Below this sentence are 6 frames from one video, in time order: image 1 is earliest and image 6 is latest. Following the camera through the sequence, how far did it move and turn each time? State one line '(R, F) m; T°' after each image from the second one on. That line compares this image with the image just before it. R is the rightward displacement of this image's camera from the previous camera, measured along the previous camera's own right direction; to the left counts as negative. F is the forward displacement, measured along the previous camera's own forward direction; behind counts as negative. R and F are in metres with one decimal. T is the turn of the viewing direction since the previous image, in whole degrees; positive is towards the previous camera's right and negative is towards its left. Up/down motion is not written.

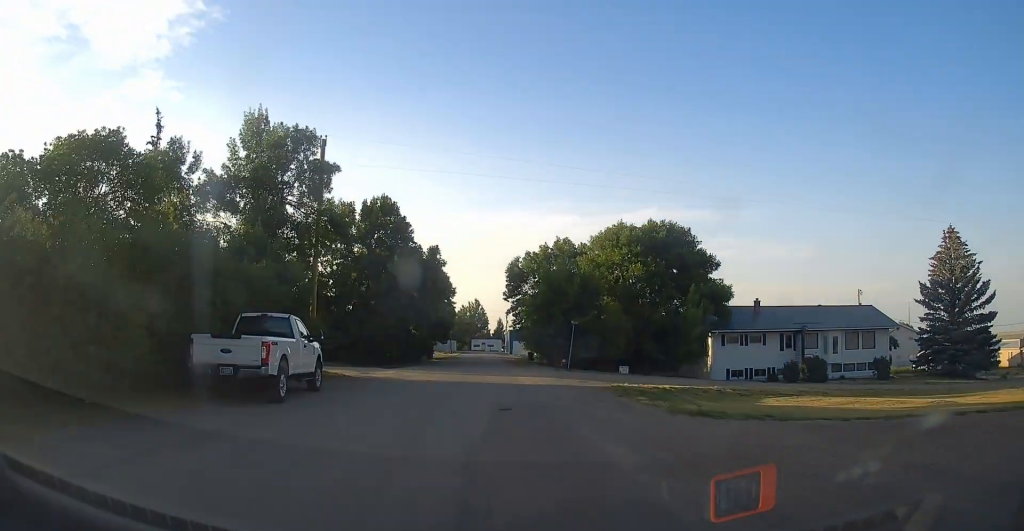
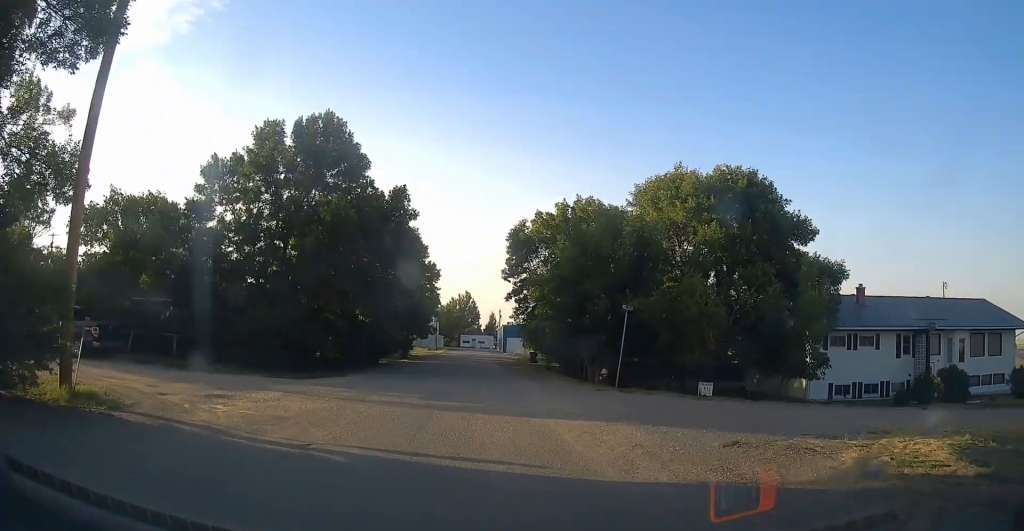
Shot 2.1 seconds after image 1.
(0.0, +18.5) m; 0°
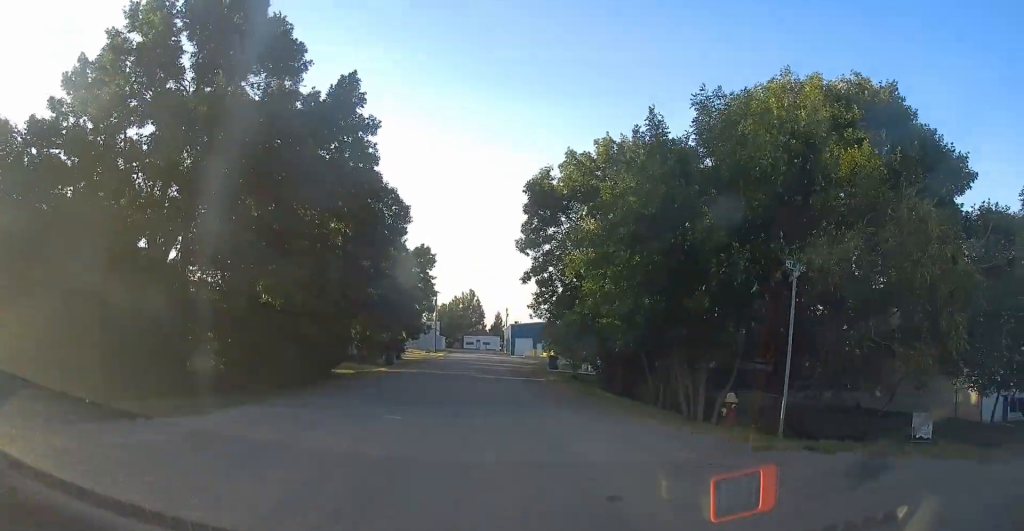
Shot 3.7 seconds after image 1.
(0.0, +13.9) m; 0°
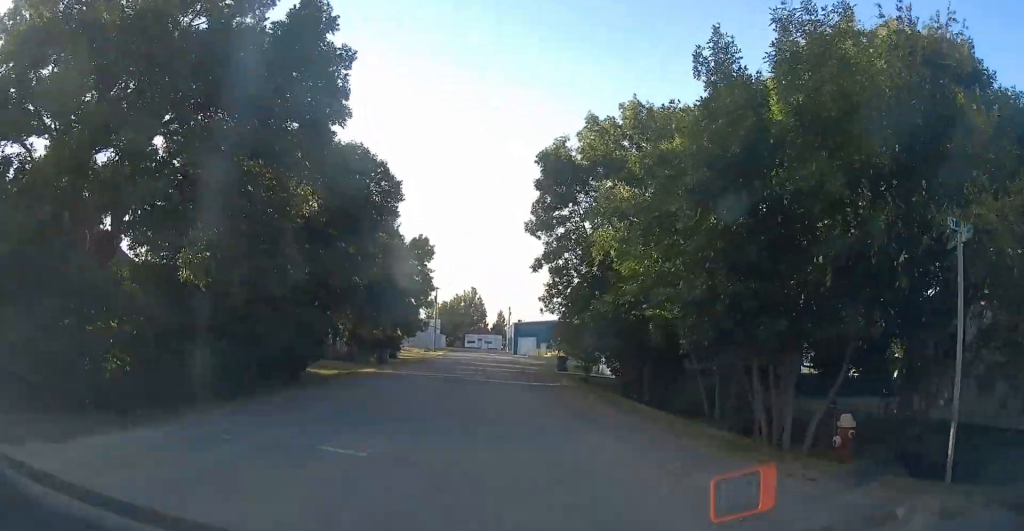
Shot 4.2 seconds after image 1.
(0.0, +4.6) m; 0°
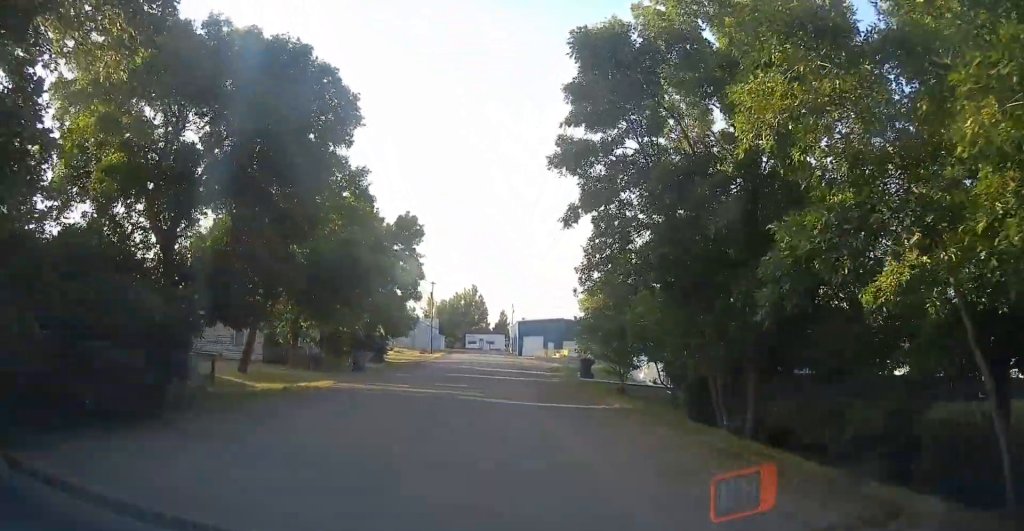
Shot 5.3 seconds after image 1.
(0.0, +9.7) m; 0°
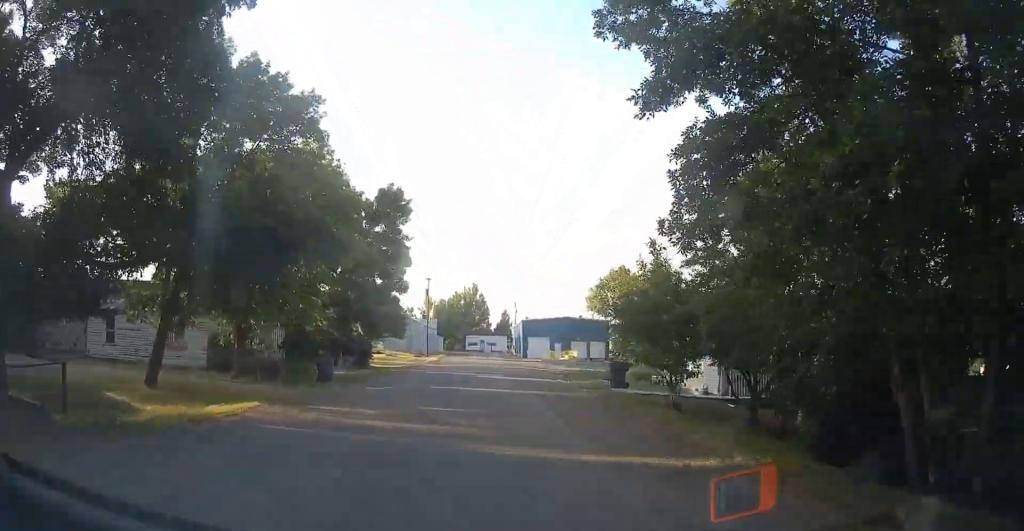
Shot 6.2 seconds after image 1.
(0.0, +8.2) m; 0°
